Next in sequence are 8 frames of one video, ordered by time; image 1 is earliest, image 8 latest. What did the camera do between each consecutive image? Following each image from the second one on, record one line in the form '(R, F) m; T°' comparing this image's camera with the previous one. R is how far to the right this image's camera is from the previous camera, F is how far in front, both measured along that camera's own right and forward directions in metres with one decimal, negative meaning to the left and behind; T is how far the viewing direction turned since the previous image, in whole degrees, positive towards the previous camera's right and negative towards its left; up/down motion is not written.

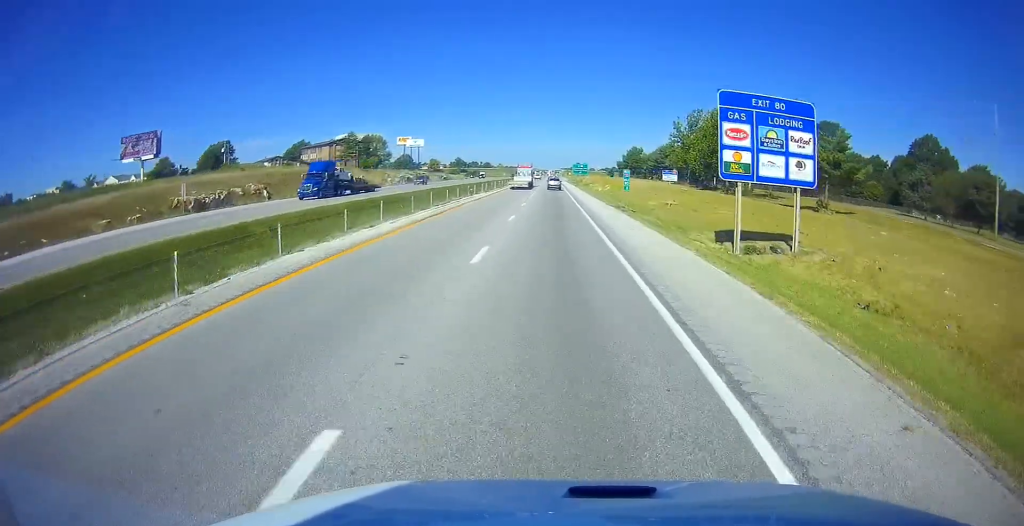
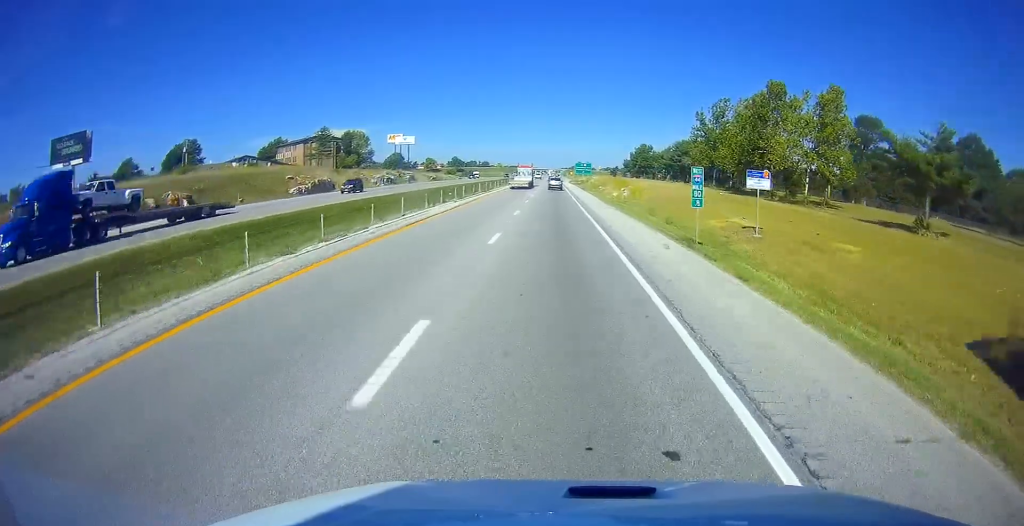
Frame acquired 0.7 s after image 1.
(0.0, +20.8) m; 0°
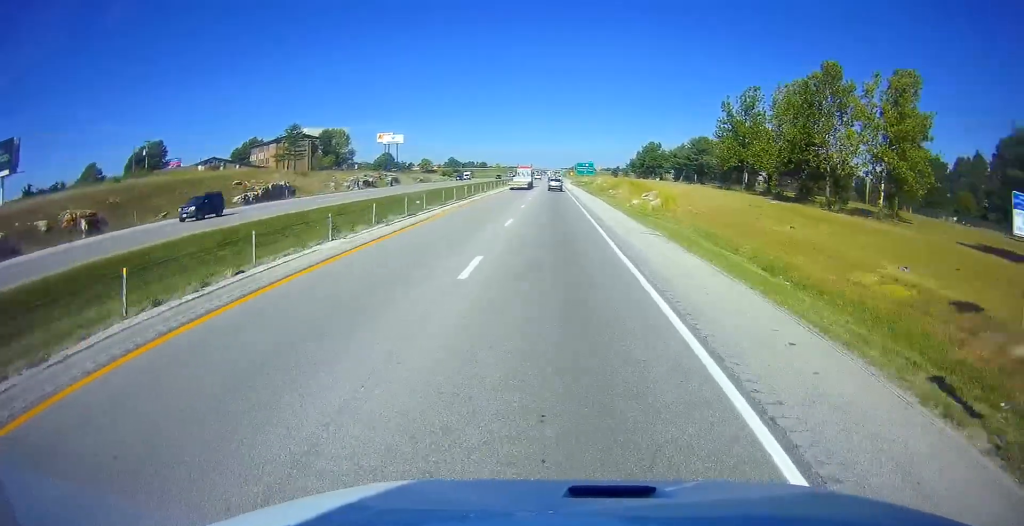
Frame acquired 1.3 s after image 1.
(0.0, +17.8) m; 0°
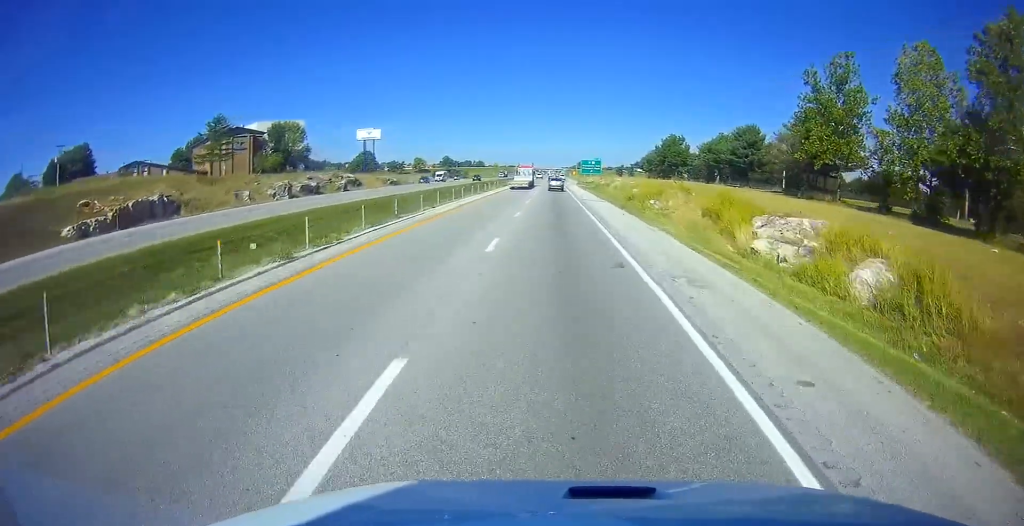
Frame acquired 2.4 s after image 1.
(0.0, +32.6) m; 0°
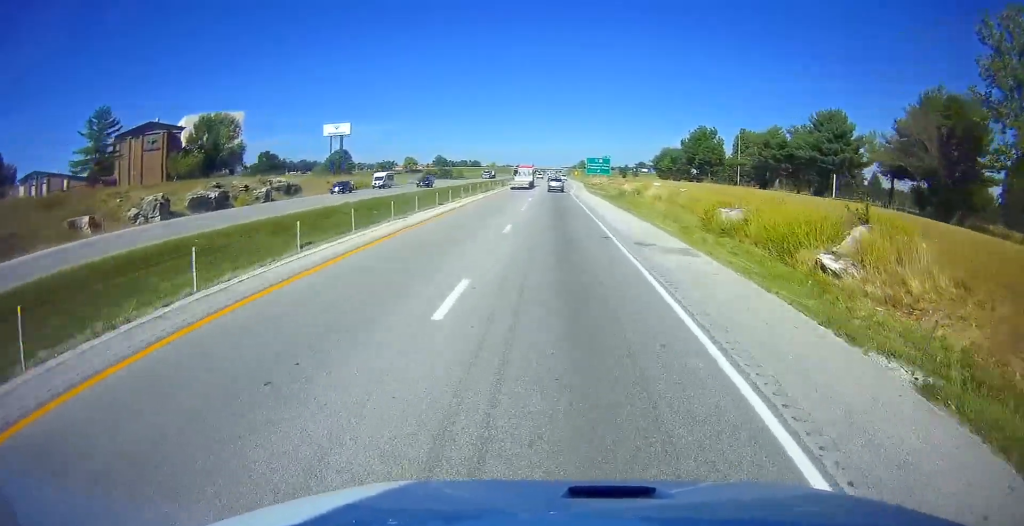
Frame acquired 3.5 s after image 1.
(0.0, +31.7) m; 0°
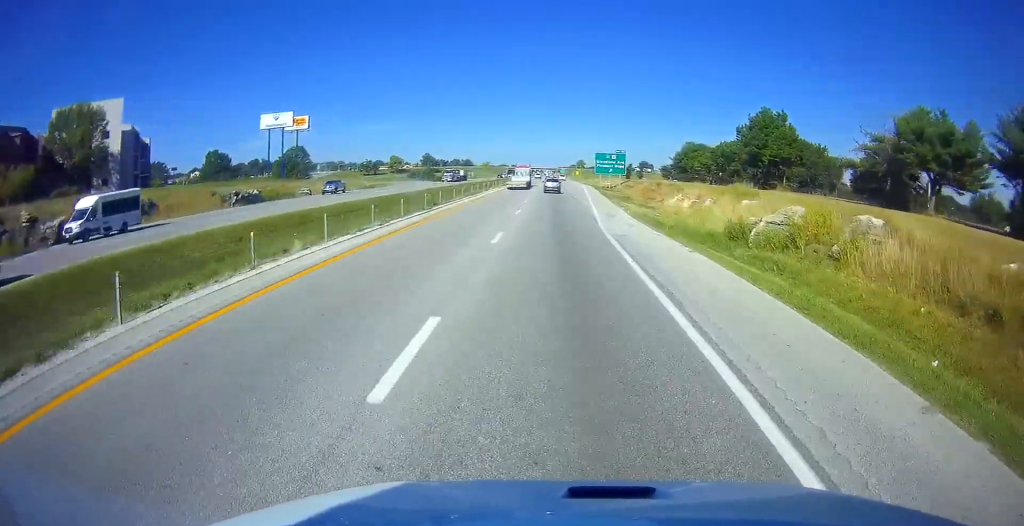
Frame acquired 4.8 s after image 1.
(0.0, +39.7) m; 0°
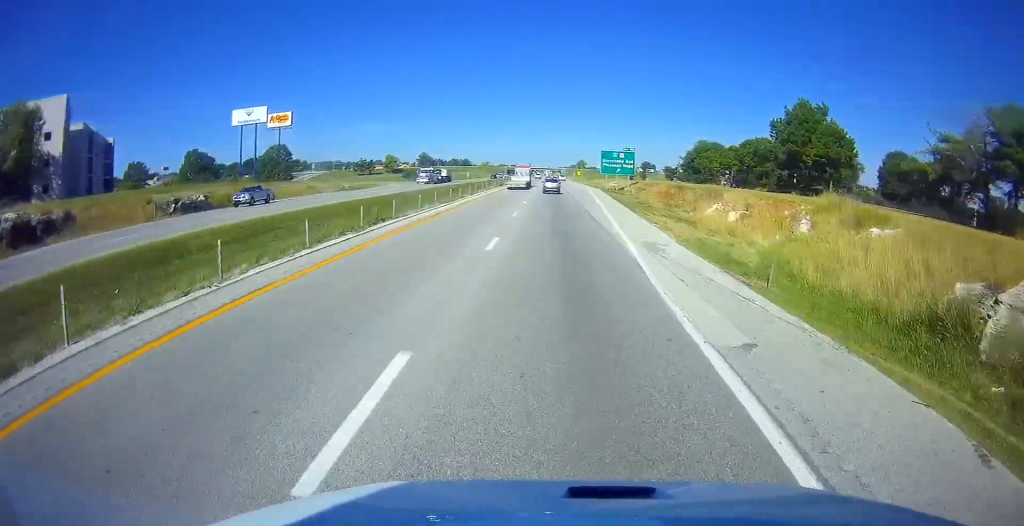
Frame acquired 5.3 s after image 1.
(0.0, +13.9) m; 0°
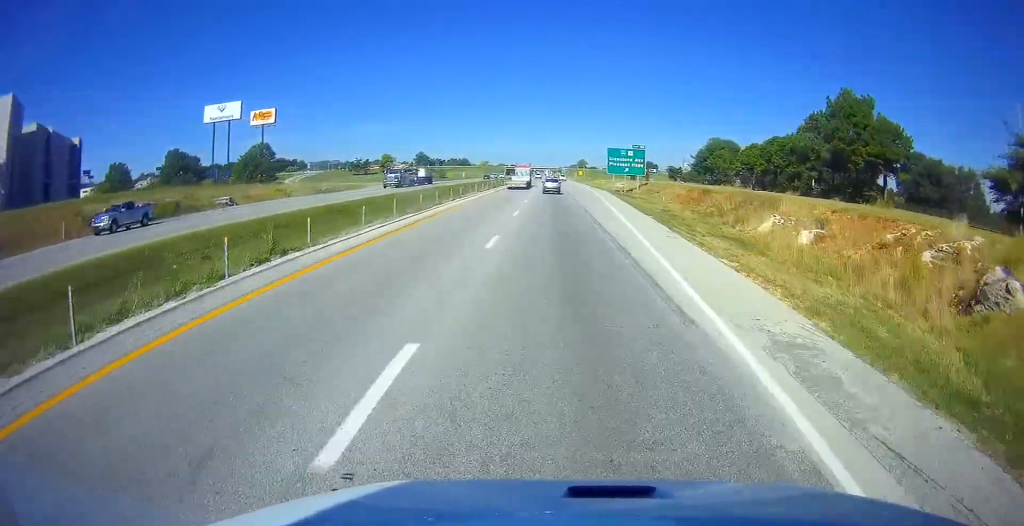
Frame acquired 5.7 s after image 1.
(0.0, +11.9) m; 0°
